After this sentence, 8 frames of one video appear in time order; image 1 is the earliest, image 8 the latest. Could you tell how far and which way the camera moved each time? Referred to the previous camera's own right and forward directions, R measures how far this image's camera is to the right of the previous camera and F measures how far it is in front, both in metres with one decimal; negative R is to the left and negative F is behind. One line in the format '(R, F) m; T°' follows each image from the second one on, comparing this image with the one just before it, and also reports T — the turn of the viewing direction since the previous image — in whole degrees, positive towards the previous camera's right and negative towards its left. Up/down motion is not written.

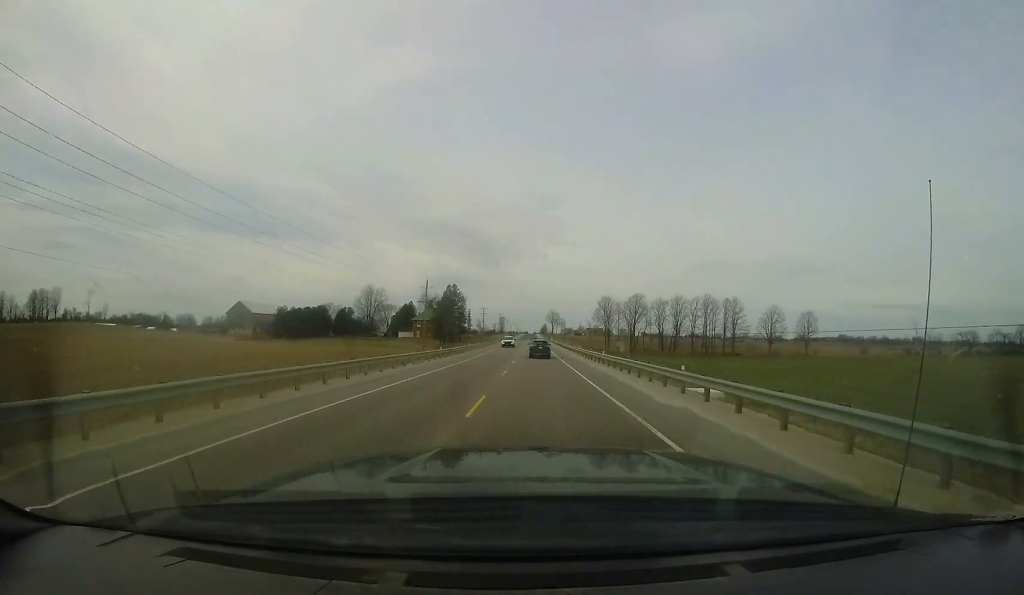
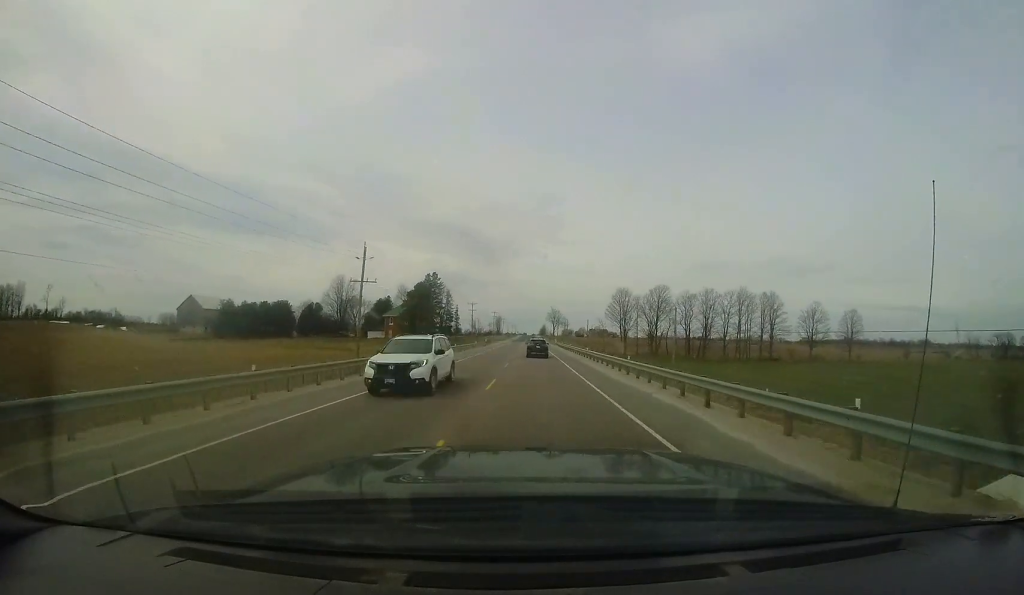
(+0.1, +23.0) m; -1°
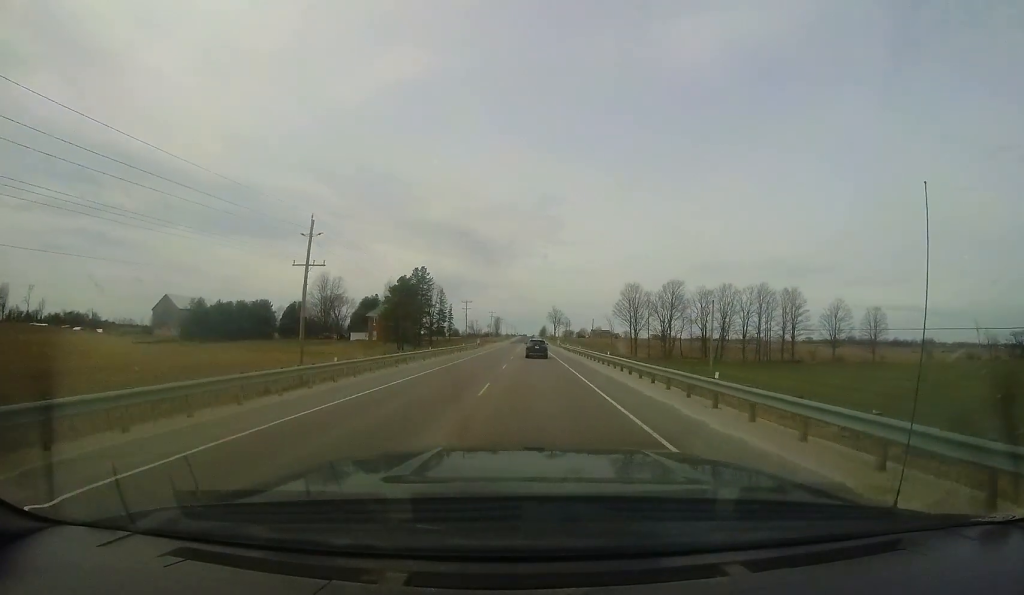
(-0.2, +10.0) m; -1°
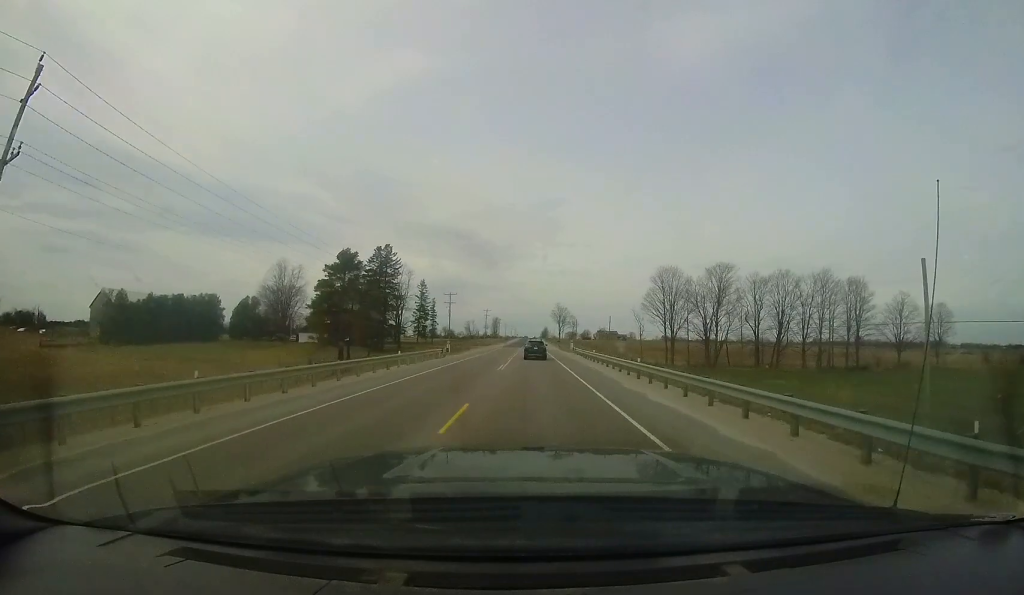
(-0.1, +22.3) m; 0°
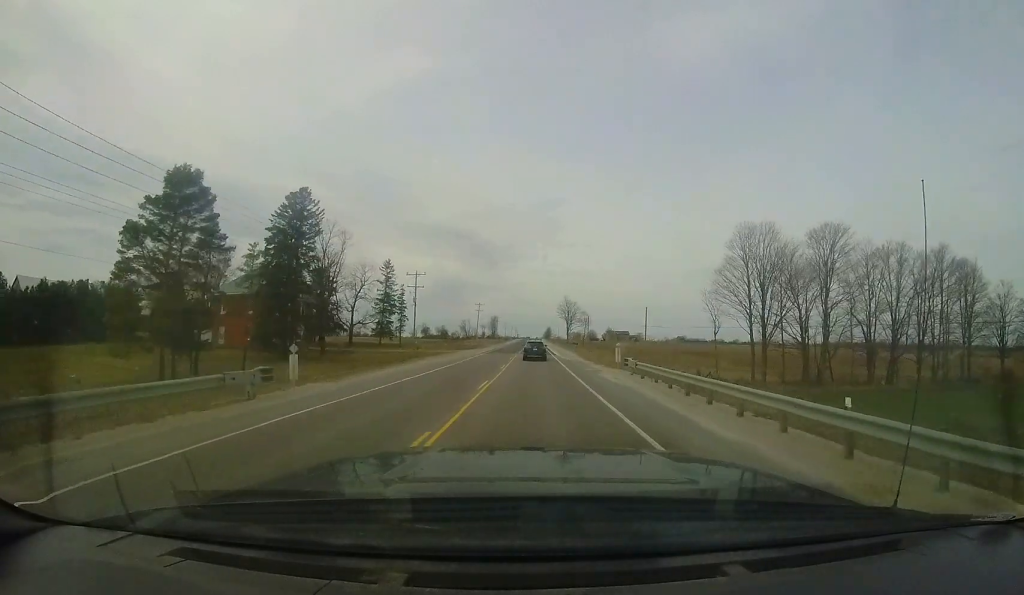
(+0.2, +26.2) m; +1°
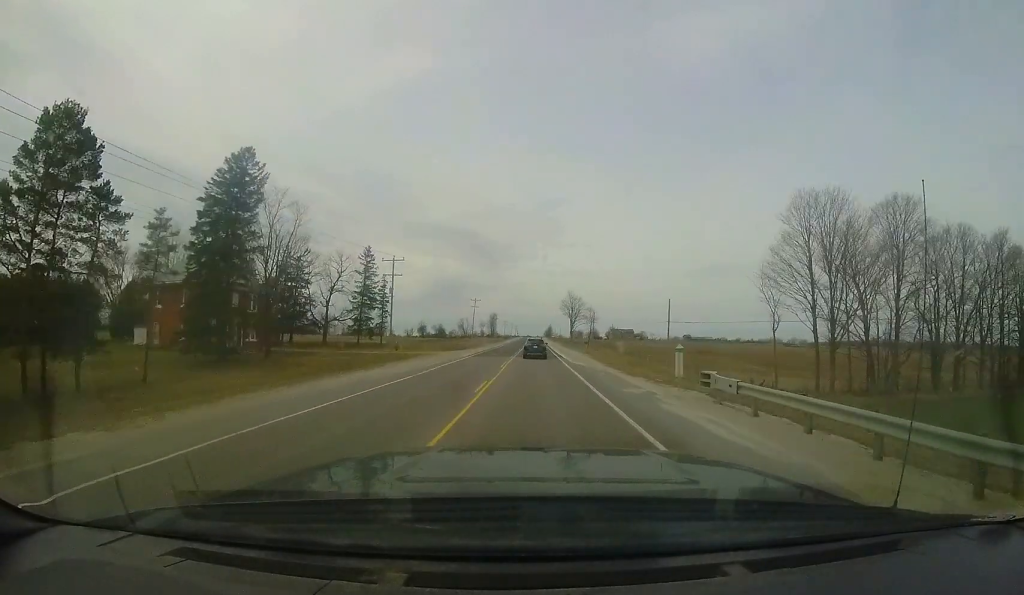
(0.0, +9.9) m; 0°
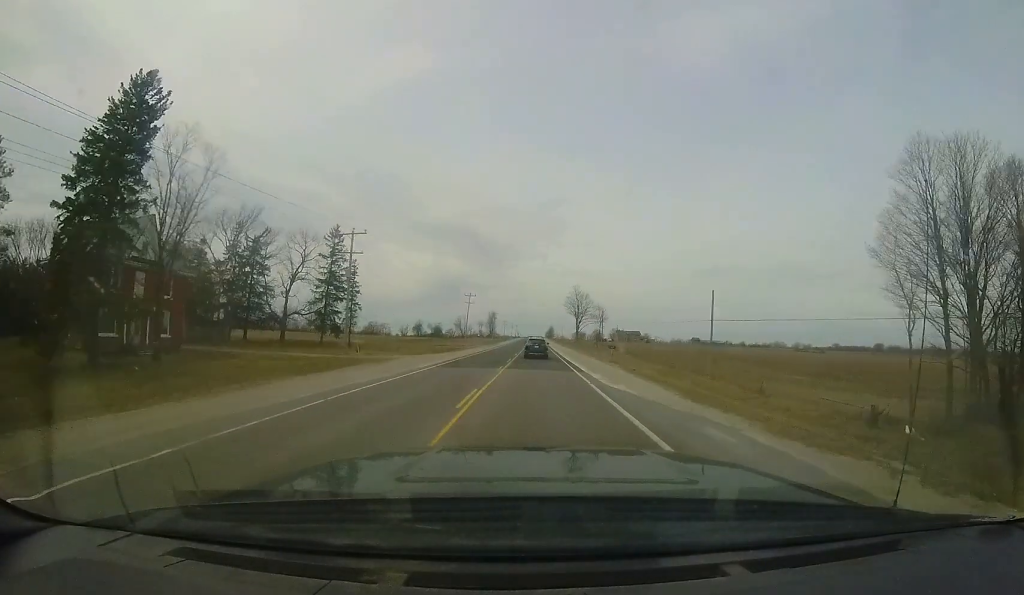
(0.0, +12.1) m; 0°
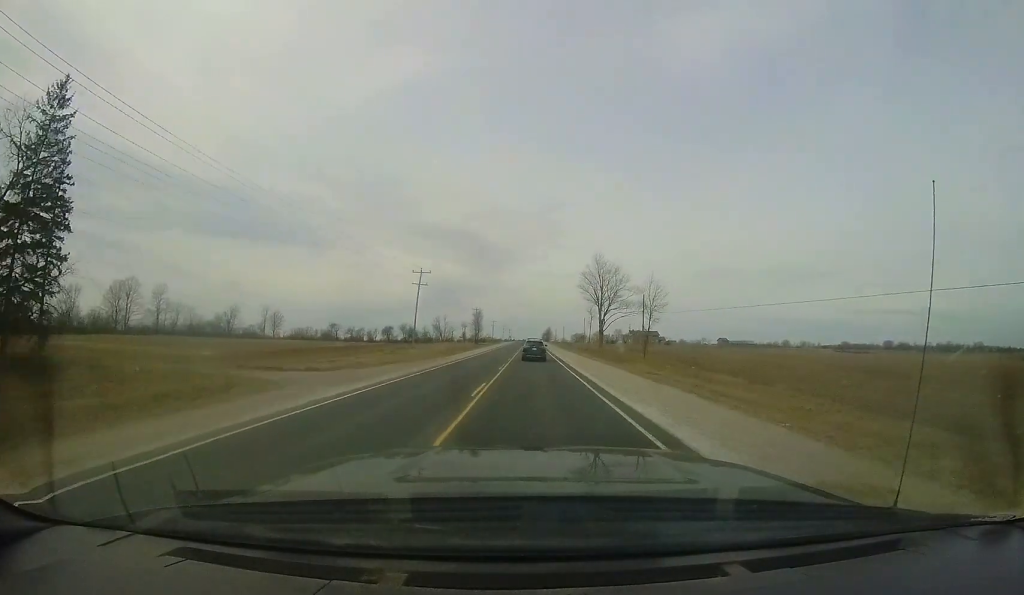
(0.0, +39.5) m; 0°
